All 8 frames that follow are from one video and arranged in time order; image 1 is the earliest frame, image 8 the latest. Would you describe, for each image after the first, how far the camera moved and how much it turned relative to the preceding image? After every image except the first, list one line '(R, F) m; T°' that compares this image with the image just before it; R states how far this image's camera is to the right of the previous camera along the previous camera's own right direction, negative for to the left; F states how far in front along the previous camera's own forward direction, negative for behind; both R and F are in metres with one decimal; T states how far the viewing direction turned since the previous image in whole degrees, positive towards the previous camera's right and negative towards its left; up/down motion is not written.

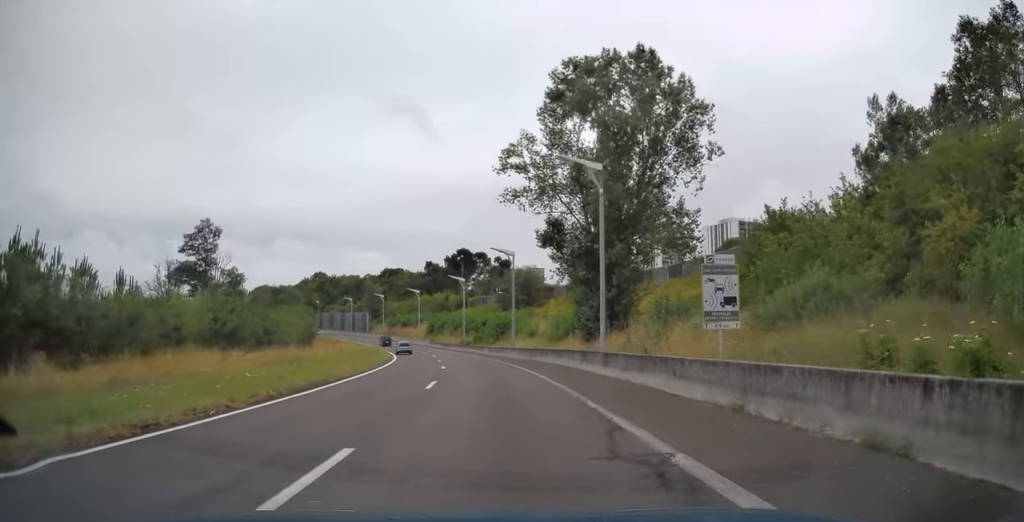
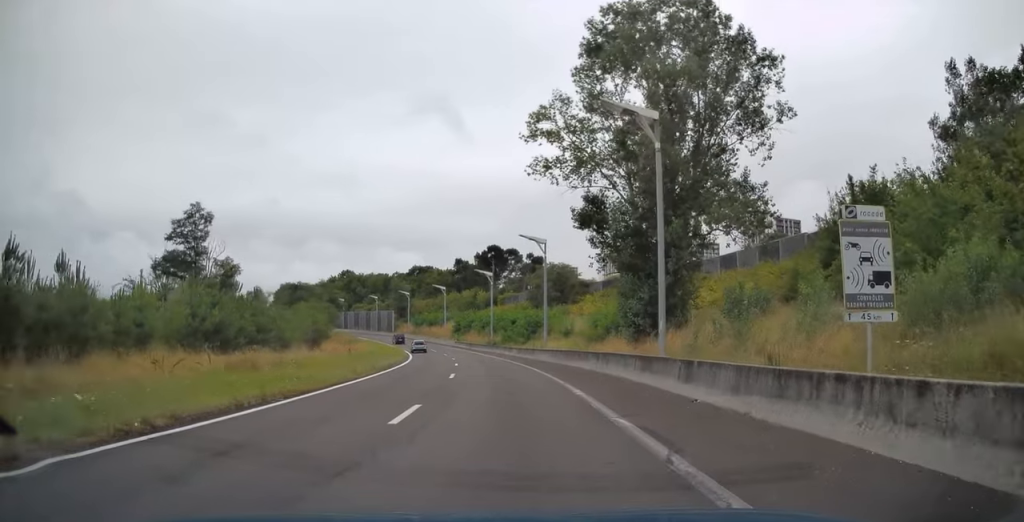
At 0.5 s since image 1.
(0.0, +7.6) m; -3°
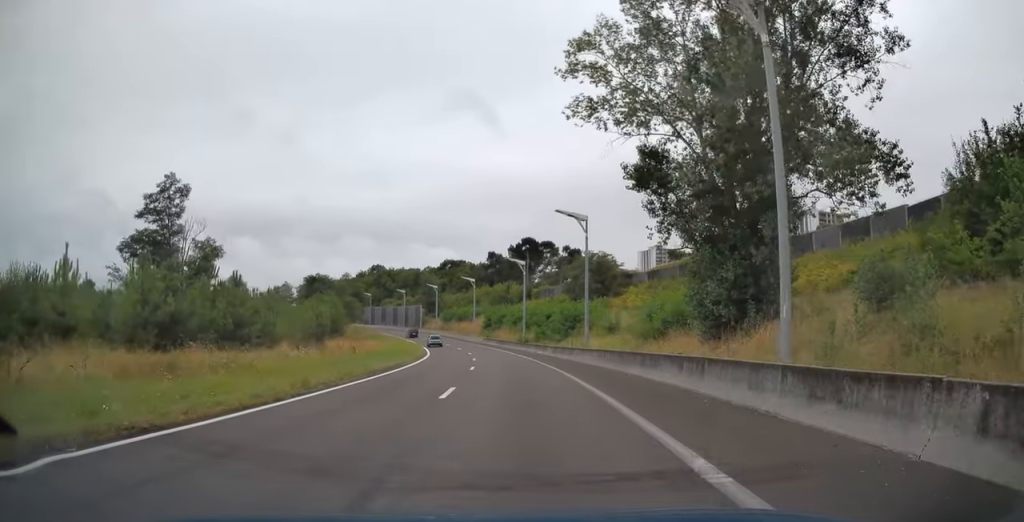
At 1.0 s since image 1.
(-0.4, +9.2) m; -4°
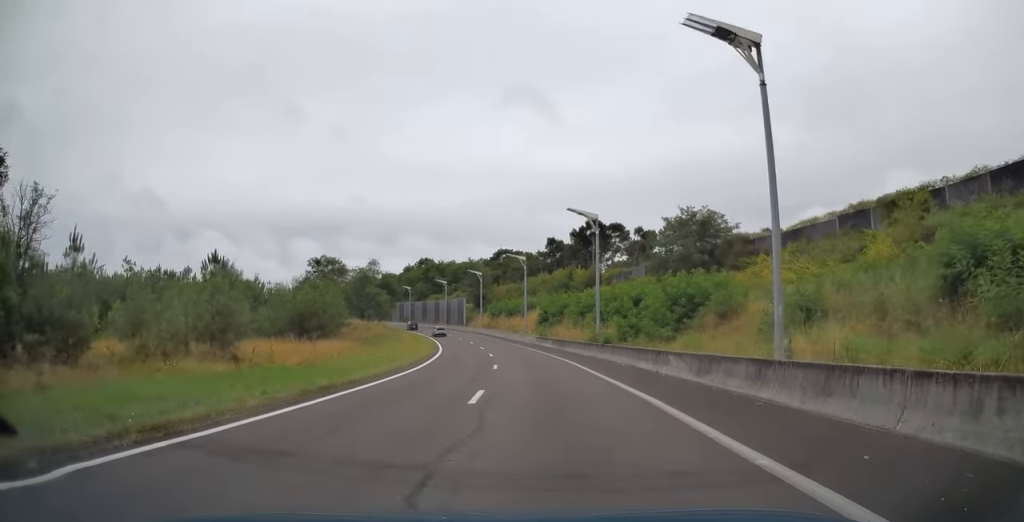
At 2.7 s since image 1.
(-3.1, +27.5) m; -10°
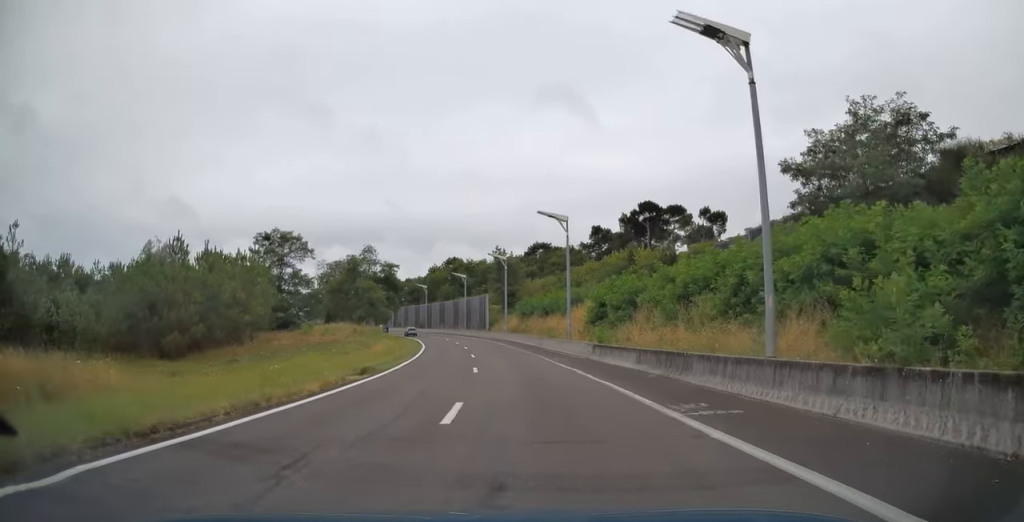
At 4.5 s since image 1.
(-0.8, +29.6) m; -3°
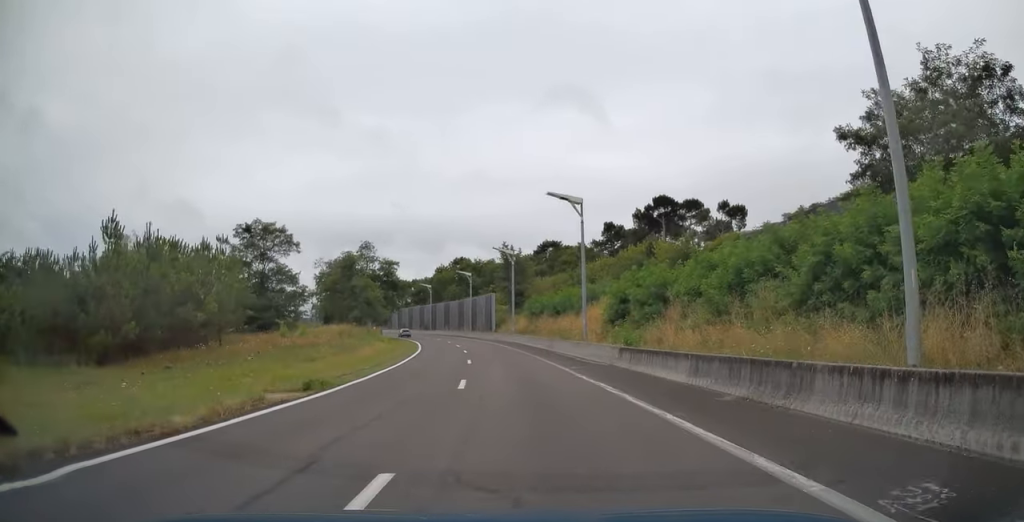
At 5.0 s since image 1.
(-0.1, +6.8) m; -1°
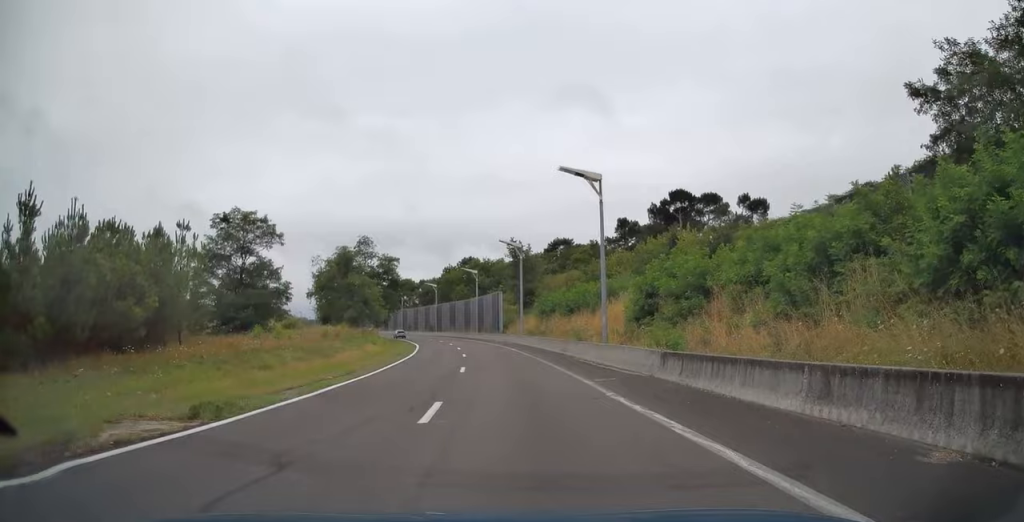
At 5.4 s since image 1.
(-0.1, +6.5) m; -1°
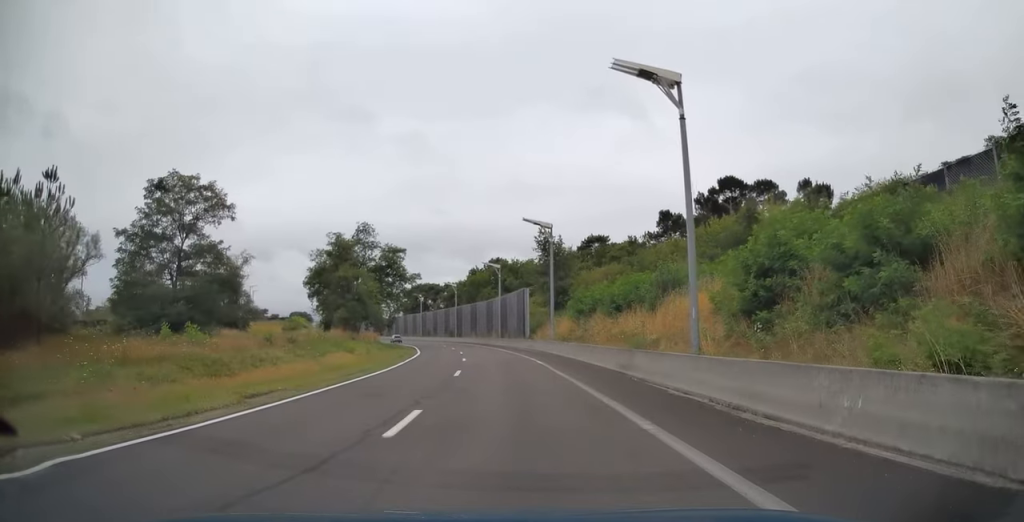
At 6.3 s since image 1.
(-0.4, +14.6) m; -3°
